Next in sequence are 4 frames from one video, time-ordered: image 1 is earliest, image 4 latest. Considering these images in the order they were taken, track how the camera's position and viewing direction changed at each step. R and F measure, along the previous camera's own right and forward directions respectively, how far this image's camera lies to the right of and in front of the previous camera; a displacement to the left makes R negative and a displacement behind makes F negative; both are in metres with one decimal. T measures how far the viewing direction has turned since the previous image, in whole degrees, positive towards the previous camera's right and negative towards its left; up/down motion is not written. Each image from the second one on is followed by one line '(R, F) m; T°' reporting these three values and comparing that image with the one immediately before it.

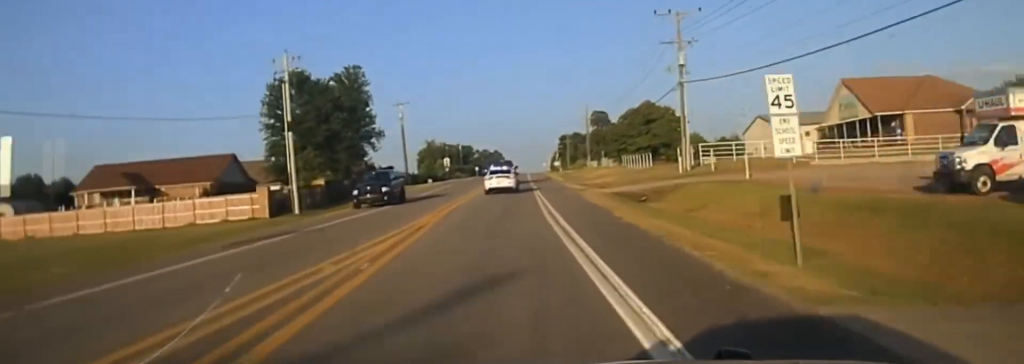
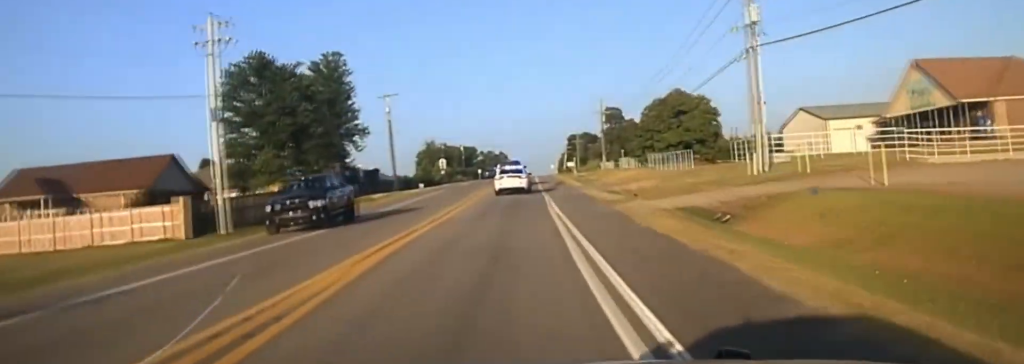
(+0.3, +15.8) m; 0°
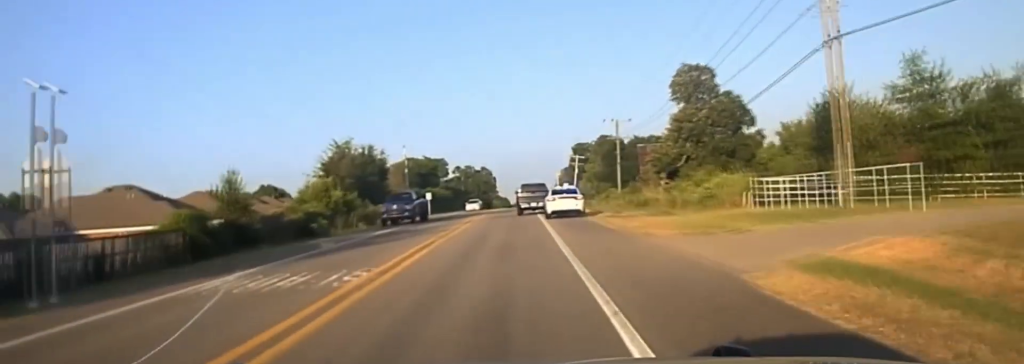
(-0.2, +93.1) m; 0°
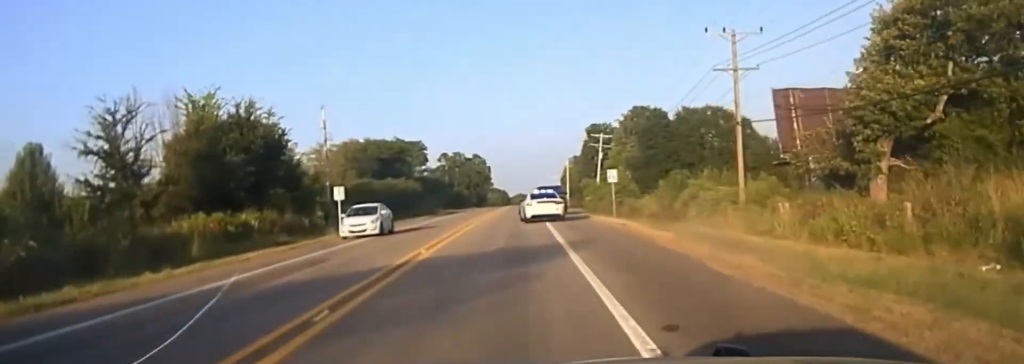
(0.0, +54.2) m; 0°
